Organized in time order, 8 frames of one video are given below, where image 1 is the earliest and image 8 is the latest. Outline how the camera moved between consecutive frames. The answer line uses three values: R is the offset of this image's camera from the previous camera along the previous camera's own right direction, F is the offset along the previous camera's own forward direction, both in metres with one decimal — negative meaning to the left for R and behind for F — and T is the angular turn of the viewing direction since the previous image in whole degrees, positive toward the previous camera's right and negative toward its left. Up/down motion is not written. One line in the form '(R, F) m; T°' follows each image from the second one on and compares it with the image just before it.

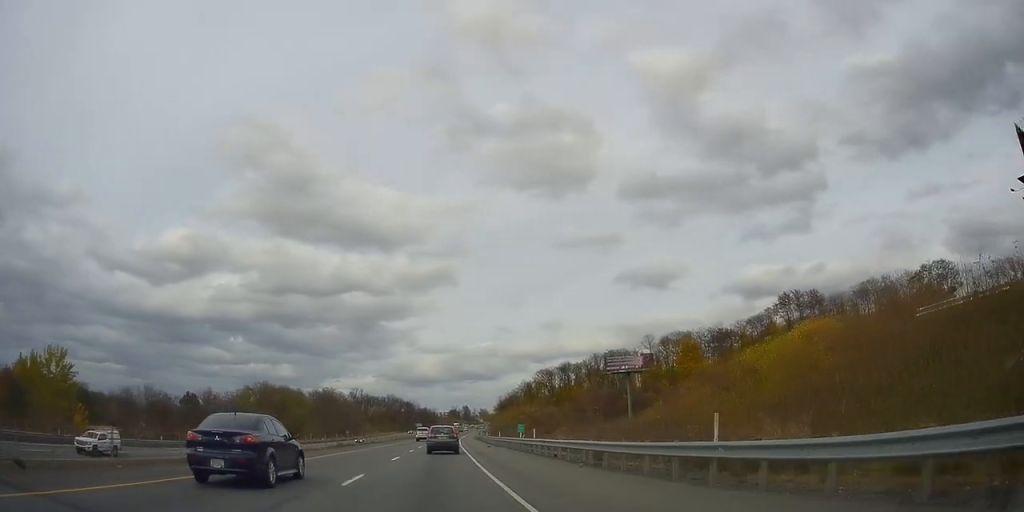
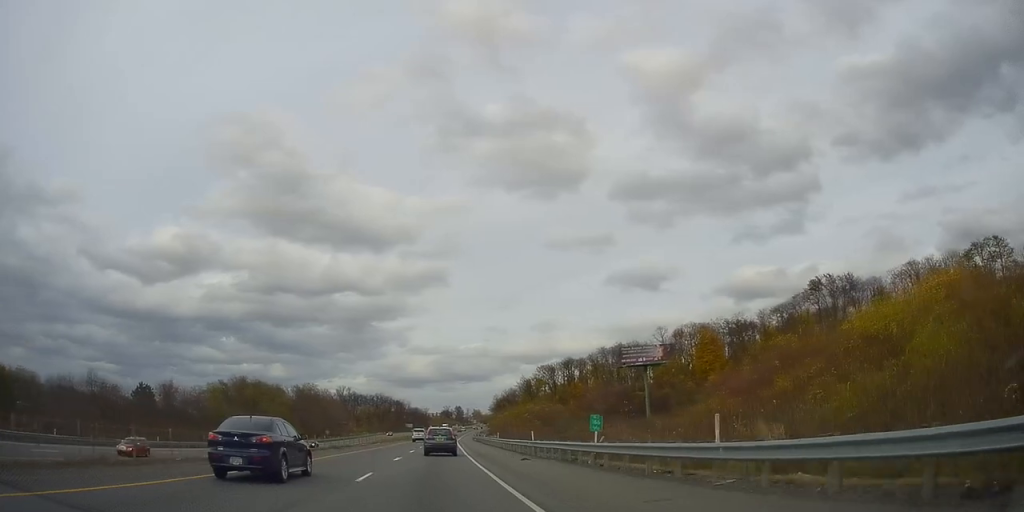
(+0.1, +22.8) m; +1°
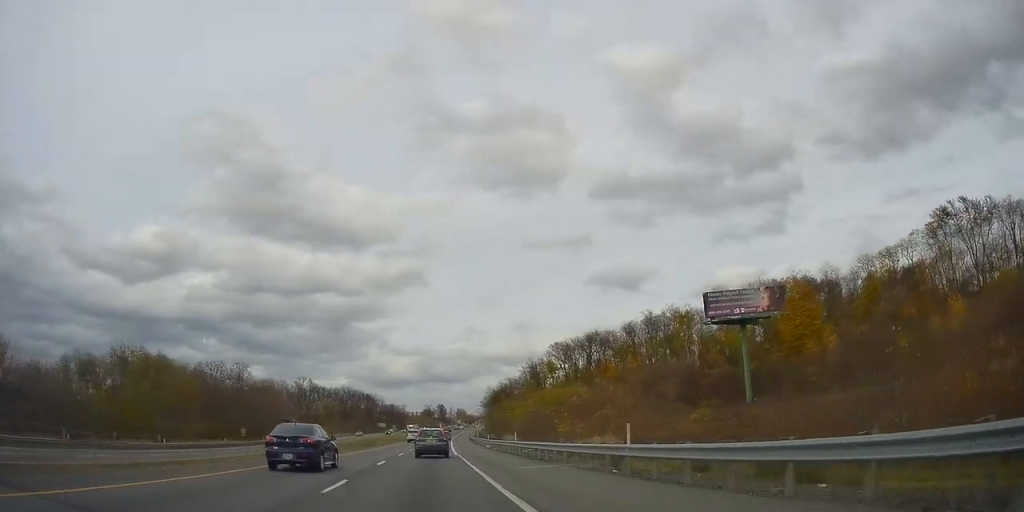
(+1.2, +63.8) m; +2°
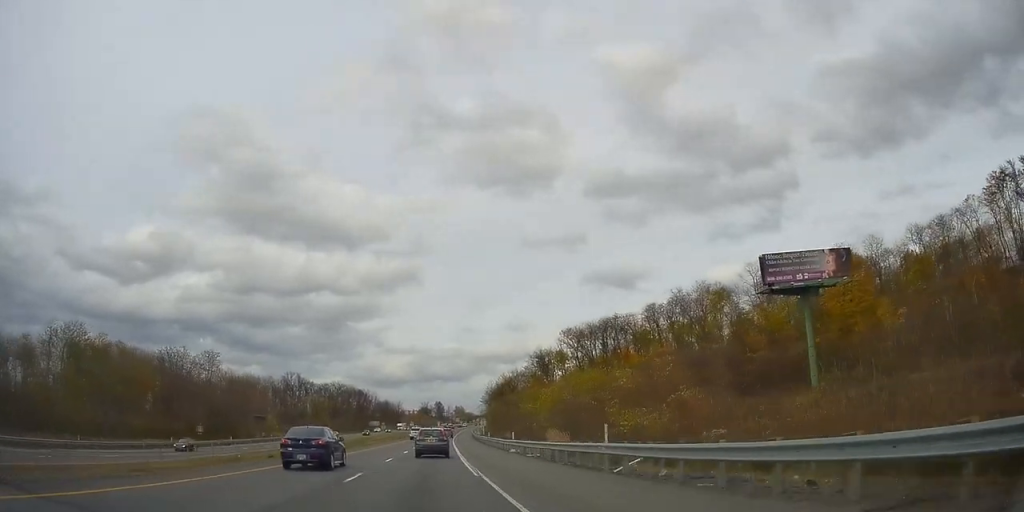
(0.0, +20.8) m; +1°
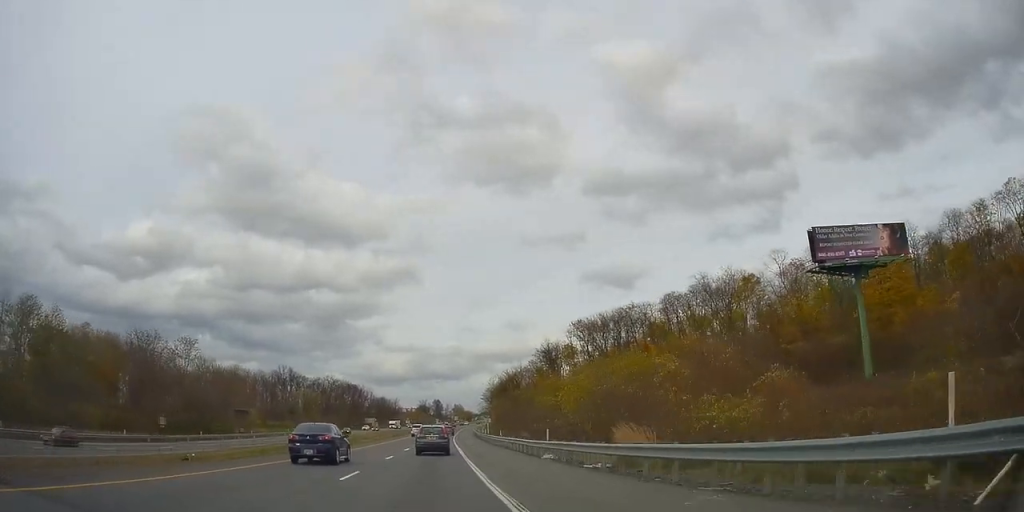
(+0.2, +12.9) m; +1°
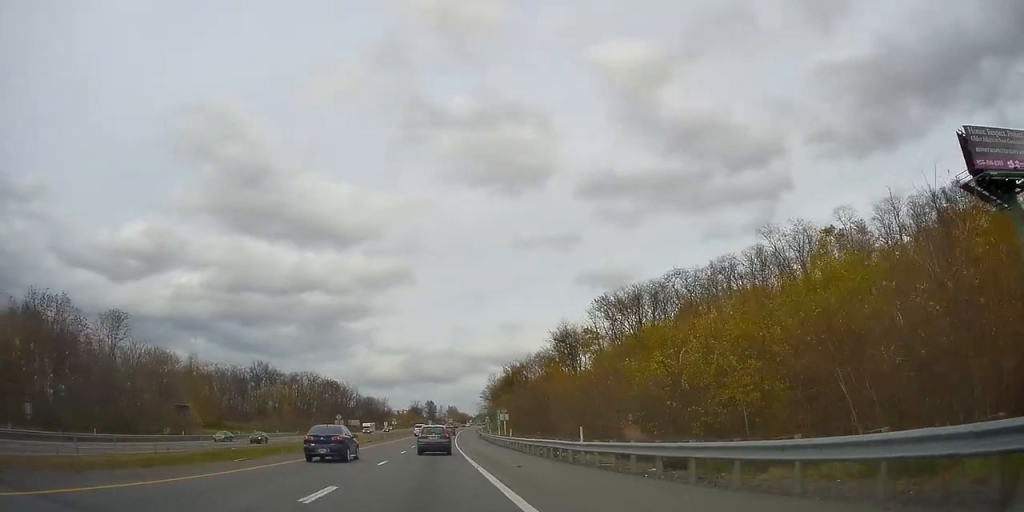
(+0.2, +29.2) m; +1°
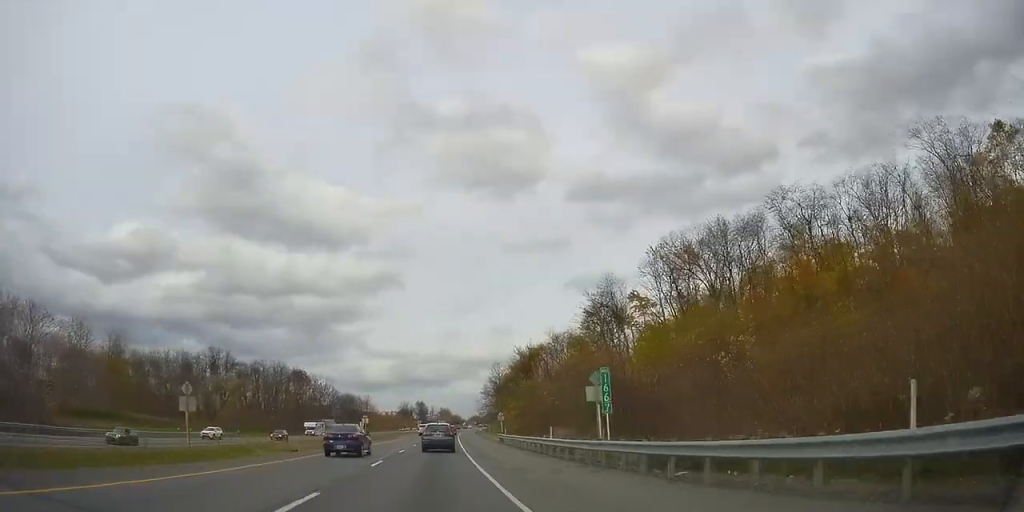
(+0.2, +38.9) m; 0°
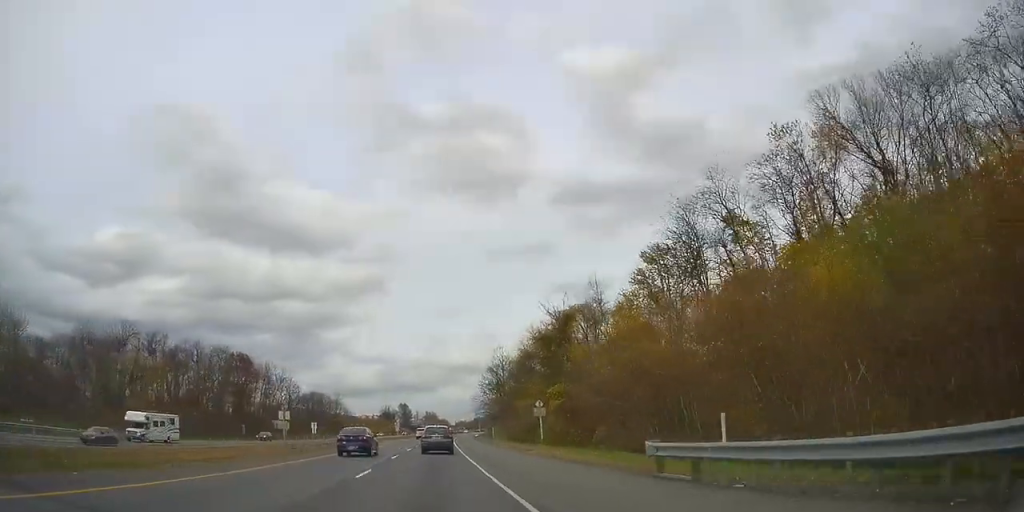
(-0.3, +40.8) m; 0°
